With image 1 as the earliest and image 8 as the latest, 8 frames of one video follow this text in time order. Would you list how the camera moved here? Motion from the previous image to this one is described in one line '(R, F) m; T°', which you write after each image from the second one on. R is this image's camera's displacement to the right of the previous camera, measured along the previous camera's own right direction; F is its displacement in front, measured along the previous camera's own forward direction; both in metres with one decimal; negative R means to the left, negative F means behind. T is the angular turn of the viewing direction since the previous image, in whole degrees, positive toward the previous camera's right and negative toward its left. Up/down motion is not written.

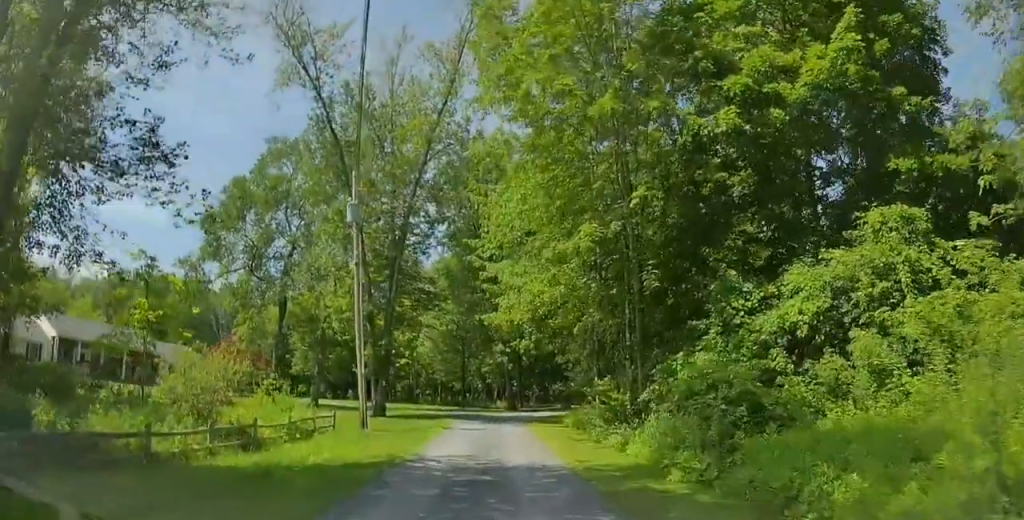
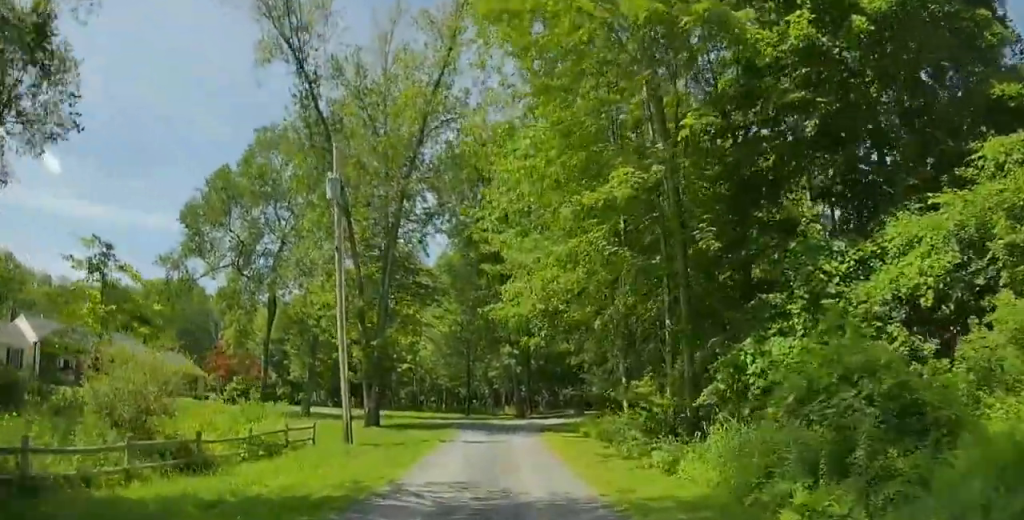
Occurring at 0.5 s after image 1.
(-0.1, +4.2) m; -2°
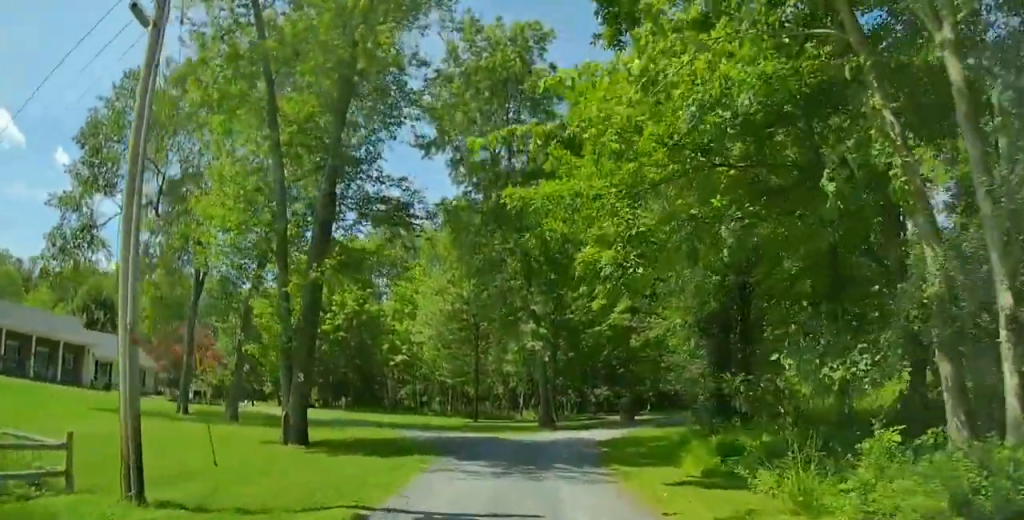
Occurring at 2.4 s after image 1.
(0.0, +15.1) m; +3°
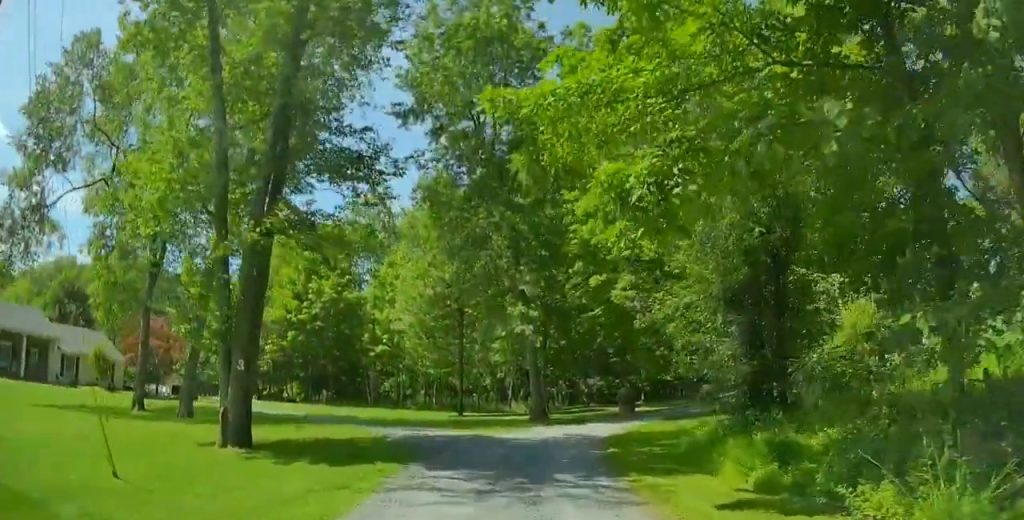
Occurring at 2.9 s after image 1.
(+0.1, +3.6) m; 0°
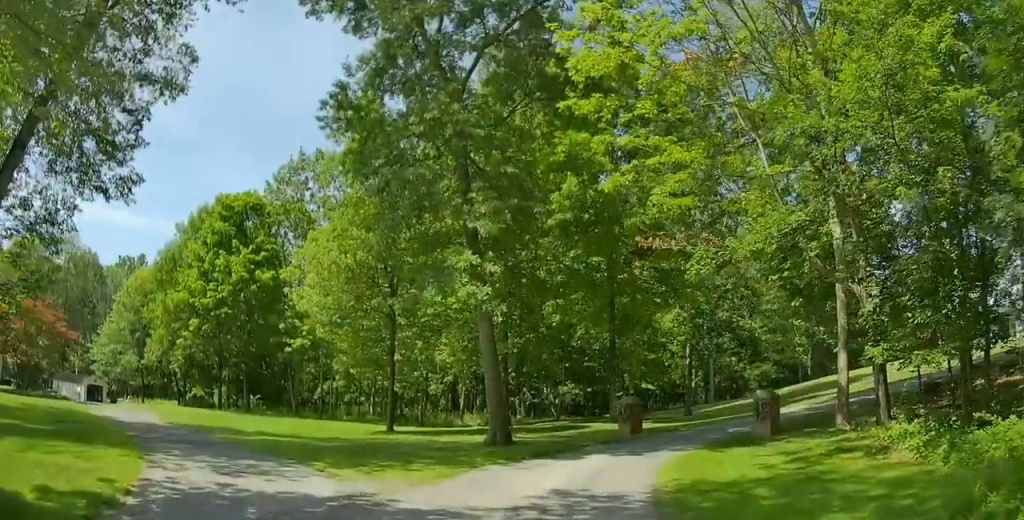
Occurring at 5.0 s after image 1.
(0.0, +13.1) m; +1°
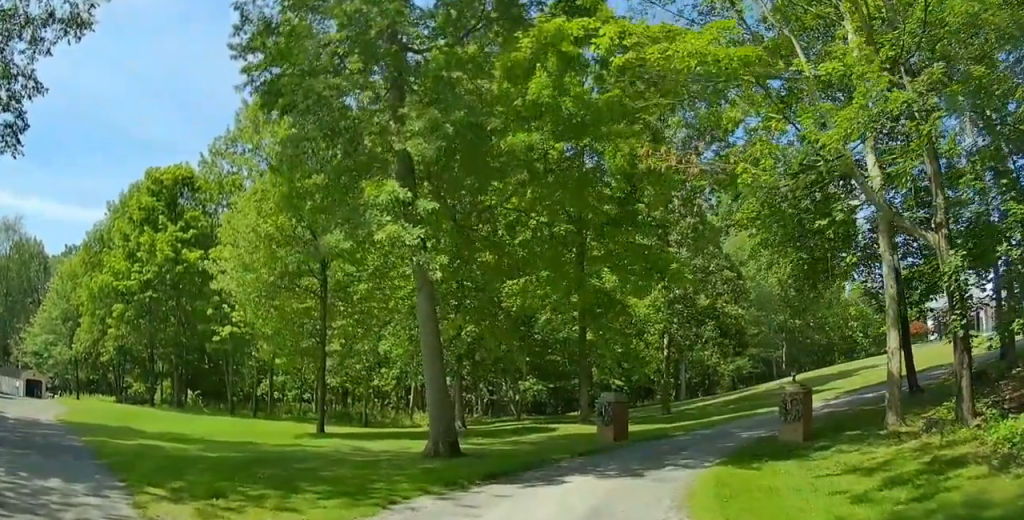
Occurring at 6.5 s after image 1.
(+0.1, +6.6) m; -5°
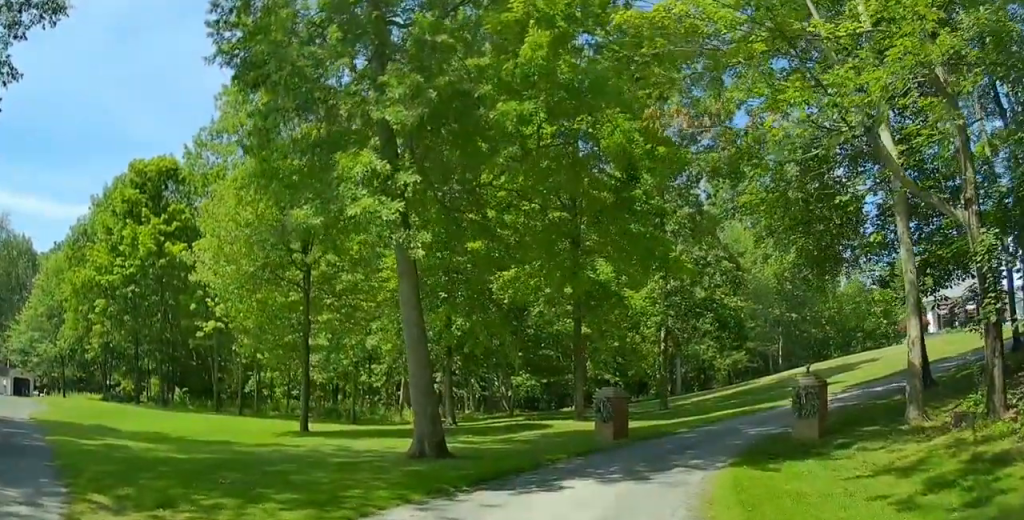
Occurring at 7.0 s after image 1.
(-0.1, +1.8) m; -3°
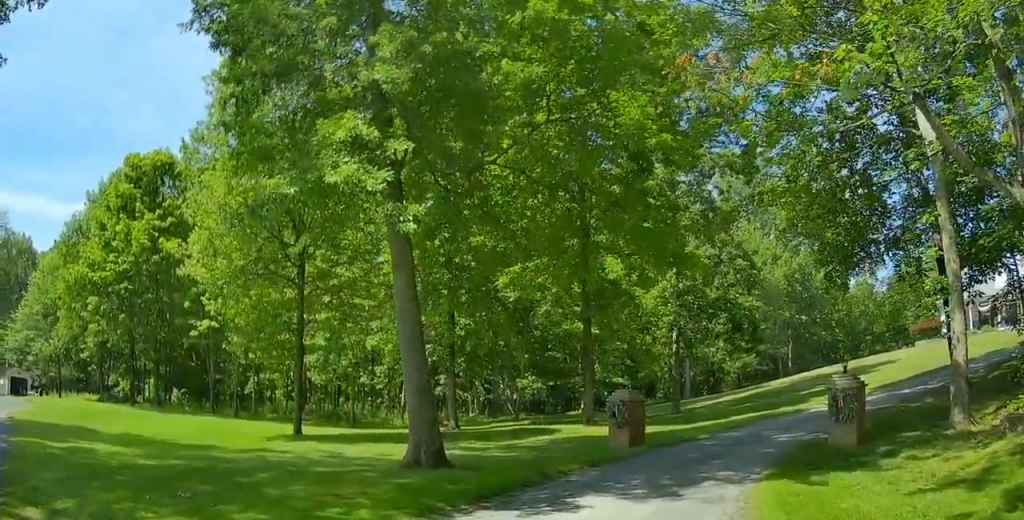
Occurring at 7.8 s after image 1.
(-0.2, +2.8) m; -3°
